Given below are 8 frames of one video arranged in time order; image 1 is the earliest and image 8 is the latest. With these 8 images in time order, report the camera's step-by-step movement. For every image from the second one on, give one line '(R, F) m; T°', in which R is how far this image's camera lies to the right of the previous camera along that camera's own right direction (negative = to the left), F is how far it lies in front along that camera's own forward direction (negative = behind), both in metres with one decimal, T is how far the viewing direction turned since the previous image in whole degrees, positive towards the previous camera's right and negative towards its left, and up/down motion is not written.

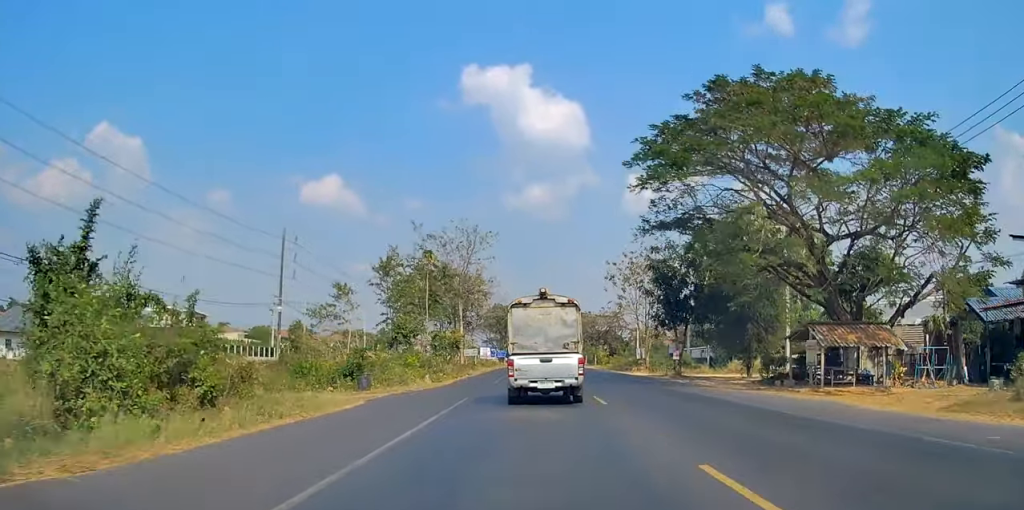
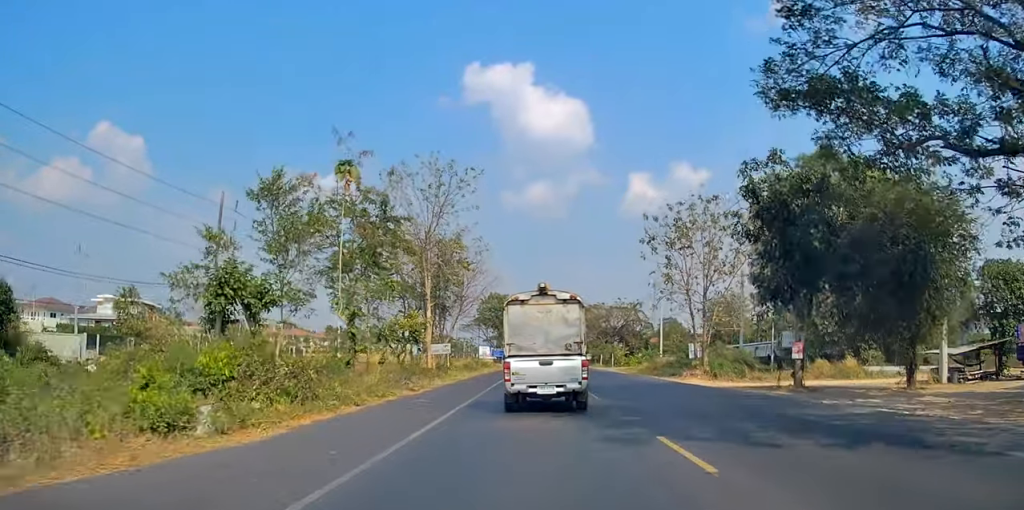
(-0.1, +21.1) m; 0°
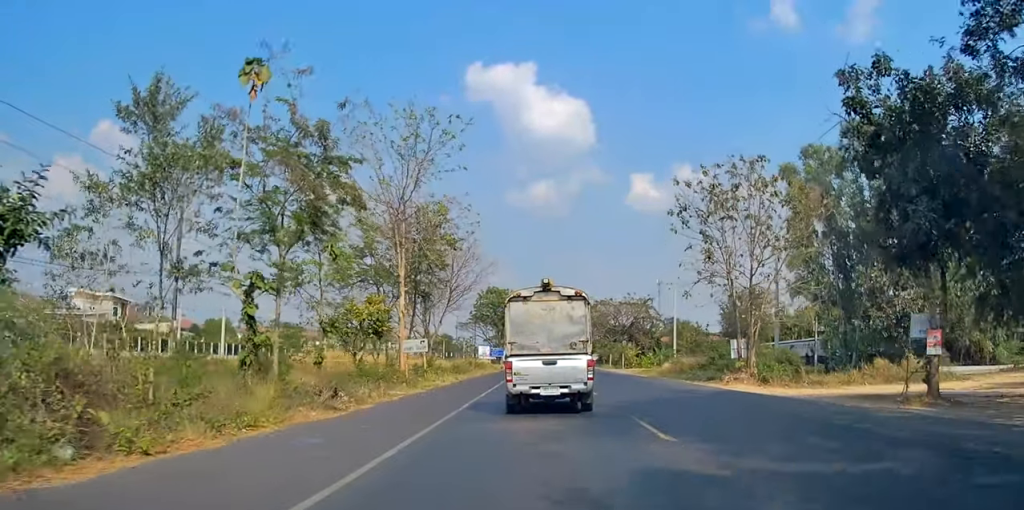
(0.0, +9.4) m; 0°
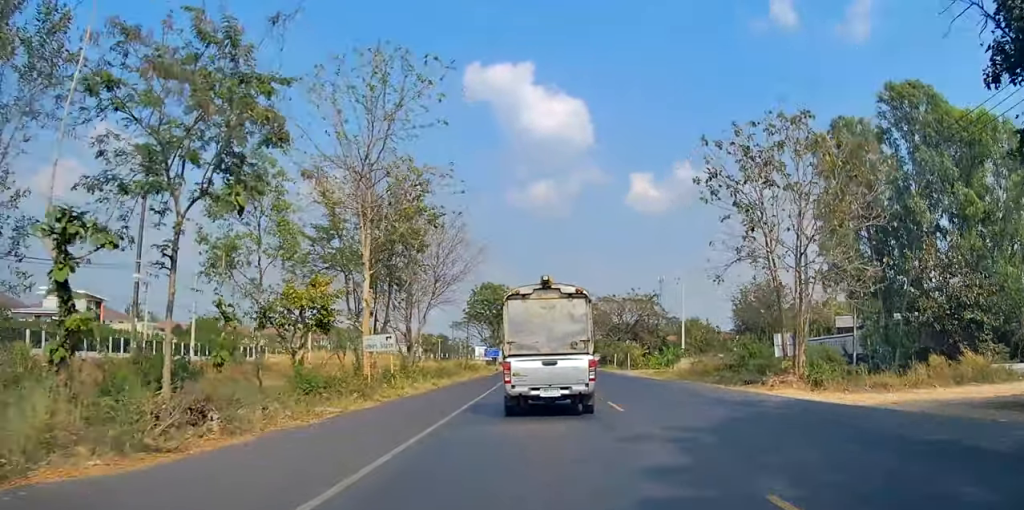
(0.0, +7.1) m; 0°
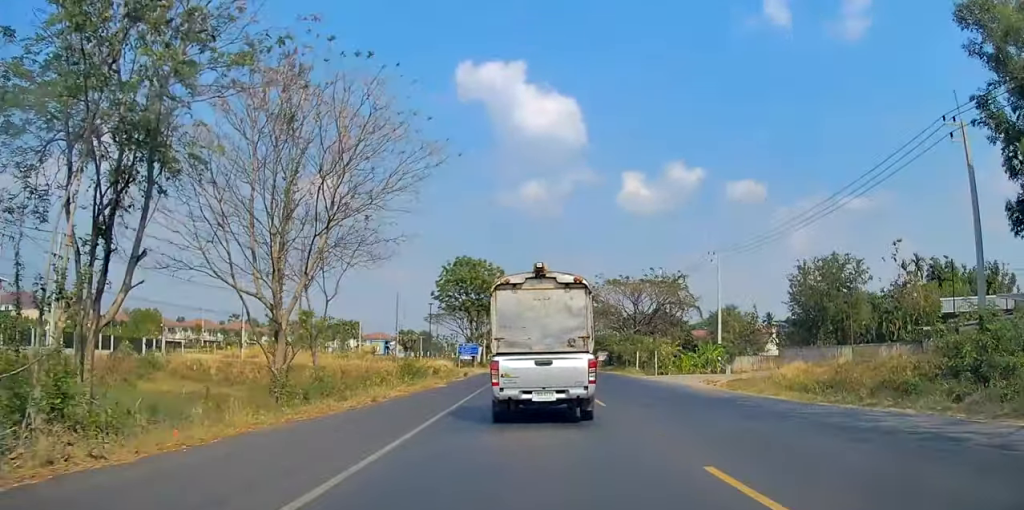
(-0.3, +22.0) m; -2°
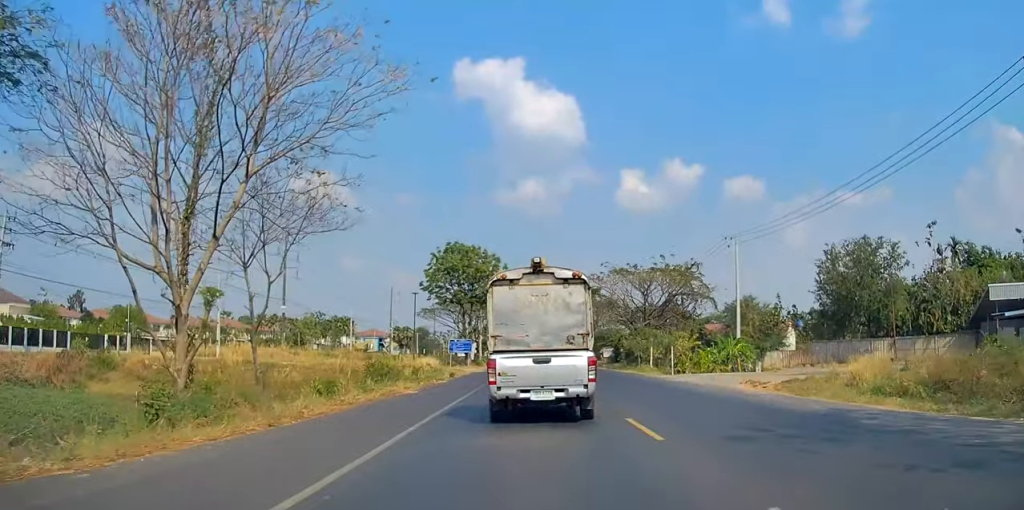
(-0.1, +7.0) m; 0°
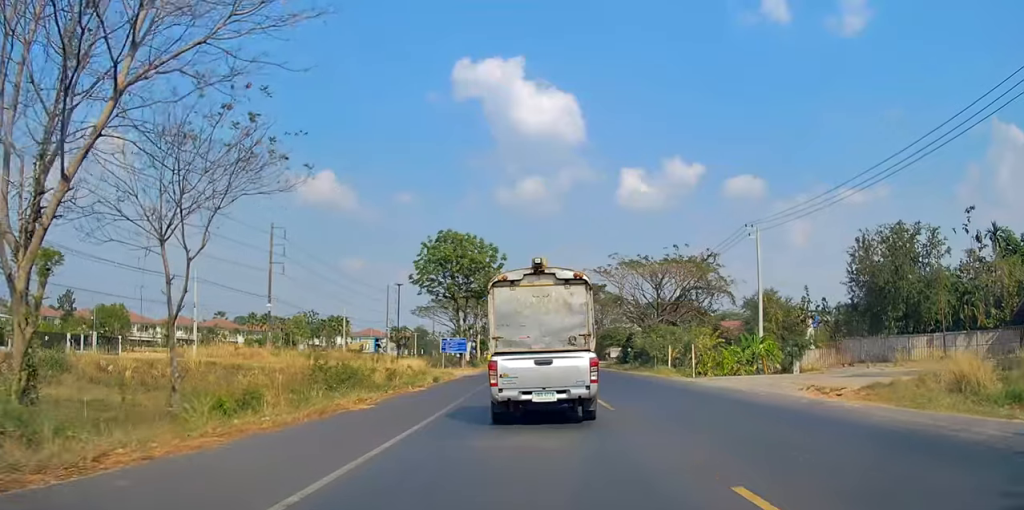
(+0.1, +6.6) m; +1°
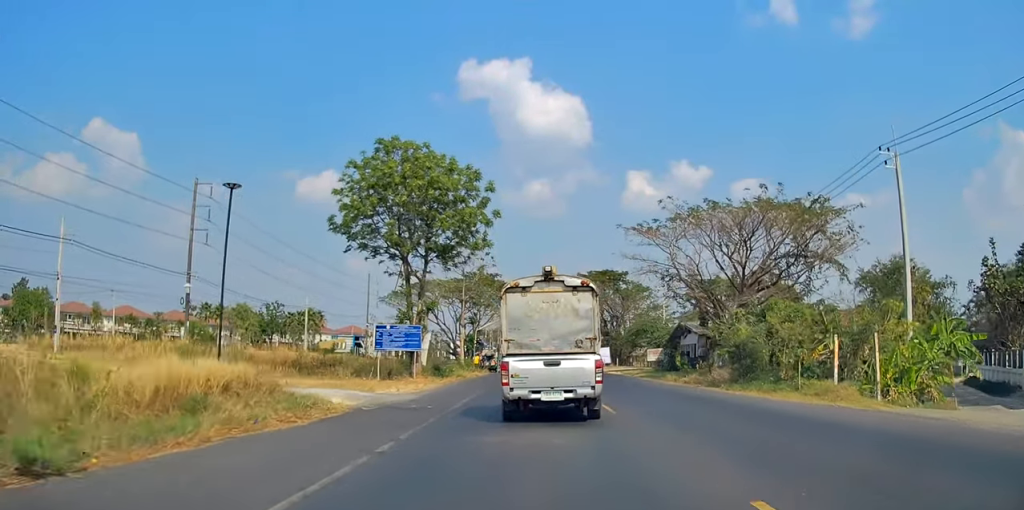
(+0.9, +24.6) m; +3°
